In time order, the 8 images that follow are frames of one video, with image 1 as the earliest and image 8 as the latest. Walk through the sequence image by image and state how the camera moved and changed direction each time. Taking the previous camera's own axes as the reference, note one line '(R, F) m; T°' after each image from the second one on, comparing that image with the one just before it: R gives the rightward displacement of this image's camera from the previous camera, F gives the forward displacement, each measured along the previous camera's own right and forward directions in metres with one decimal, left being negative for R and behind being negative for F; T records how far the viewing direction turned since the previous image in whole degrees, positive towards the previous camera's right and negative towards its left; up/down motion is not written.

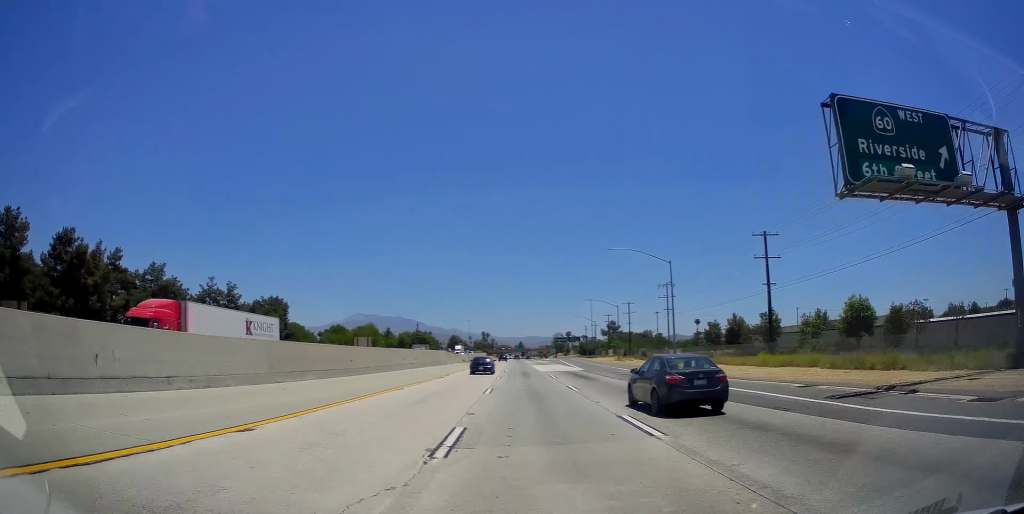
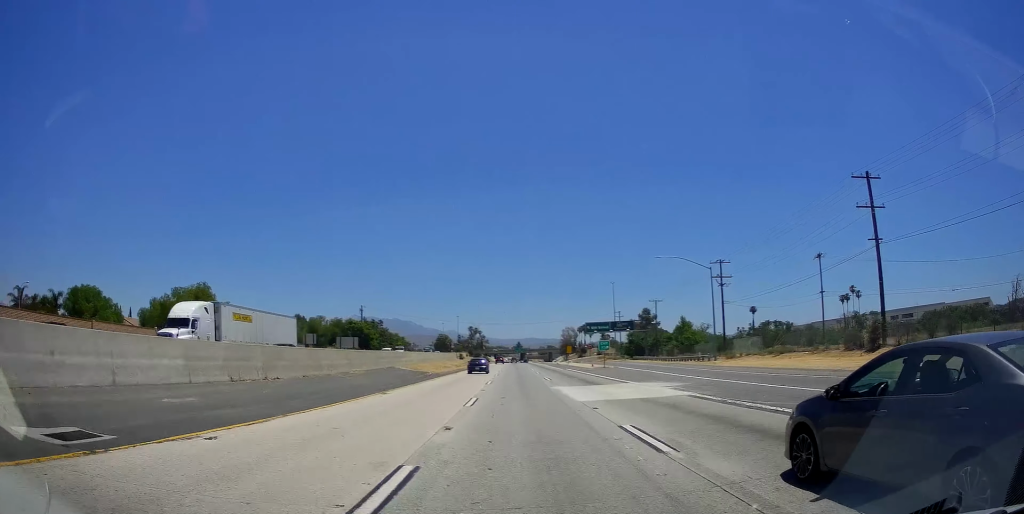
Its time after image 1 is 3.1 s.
(+0.7, +105.1) m; 0°
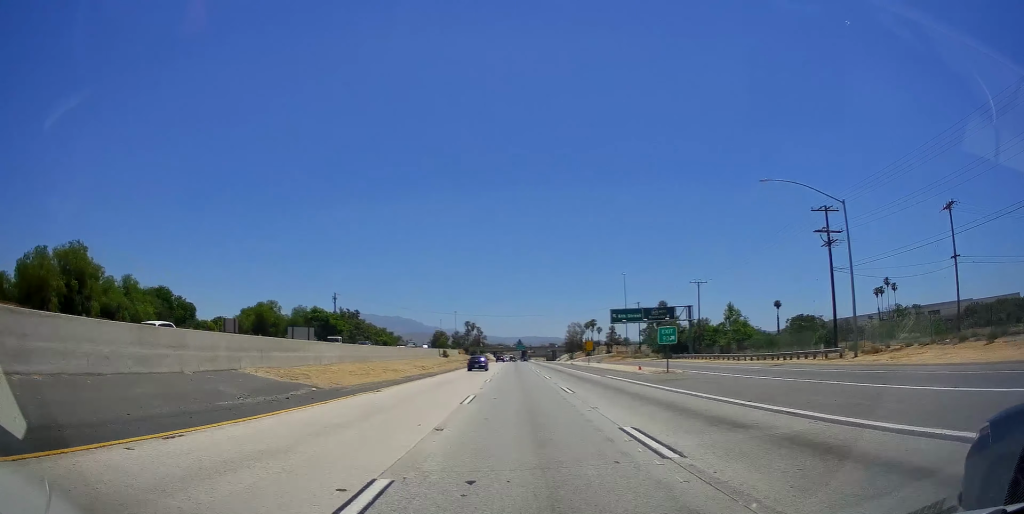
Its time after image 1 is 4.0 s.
(-0.2, +29.6) m; 0°
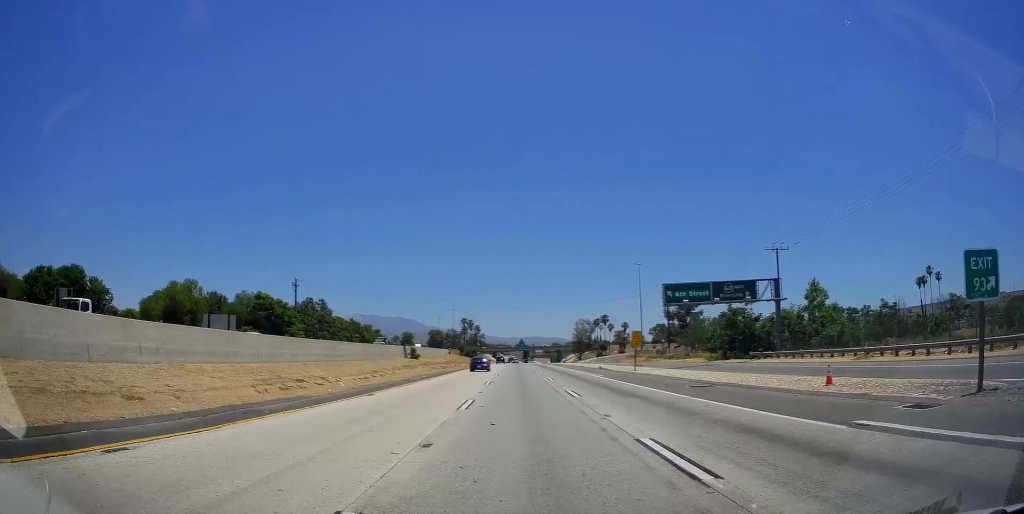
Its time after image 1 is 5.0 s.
(0.0, +30.1) m; 0°
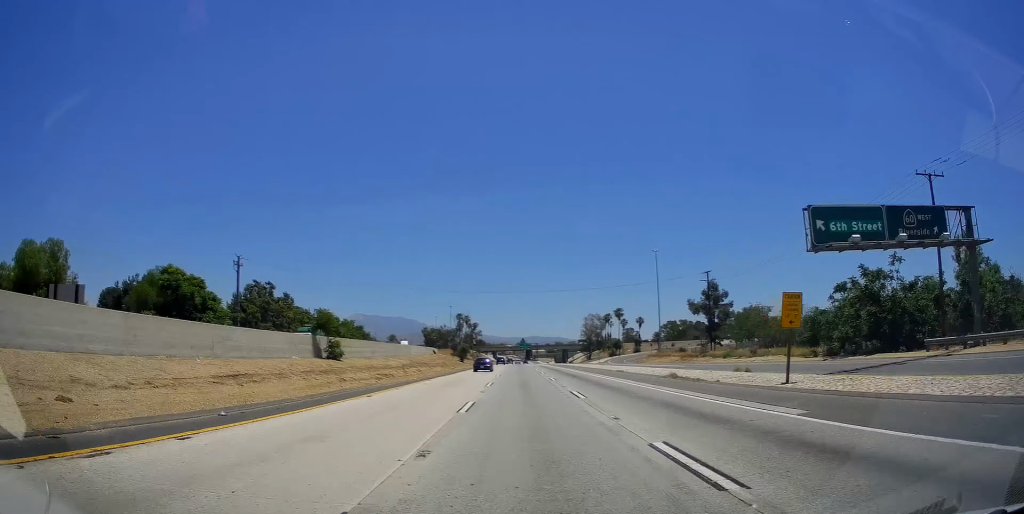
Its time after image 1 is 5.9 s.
(+0.1, +31.9) m; +1°
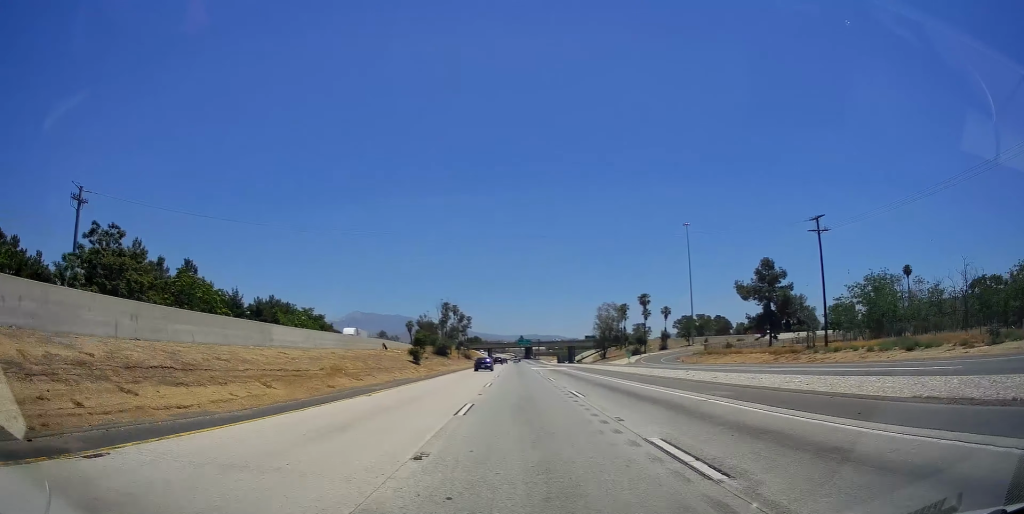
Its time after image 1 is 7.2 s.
(+0.6, +44.6) m; 0°
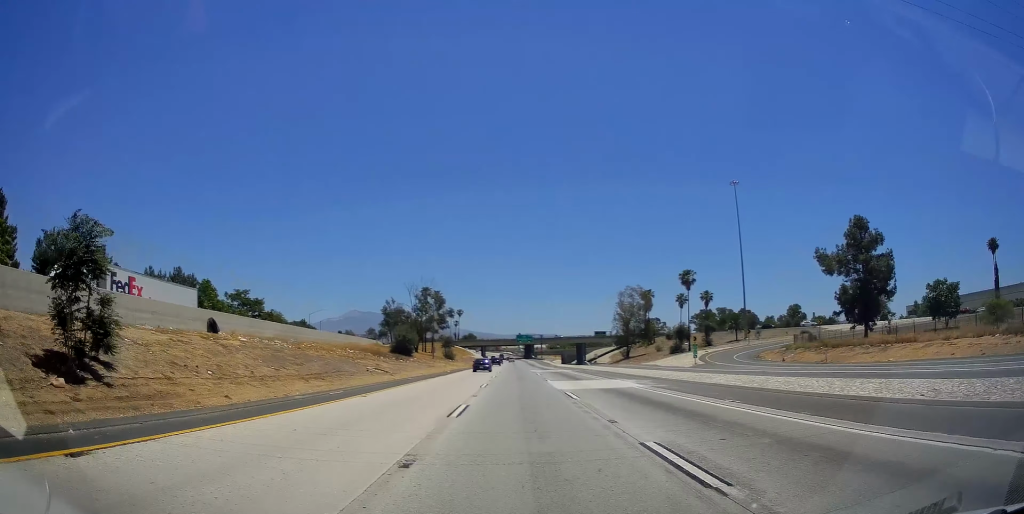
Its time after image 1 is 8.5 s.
(-0.4, +42.9) m; -1°
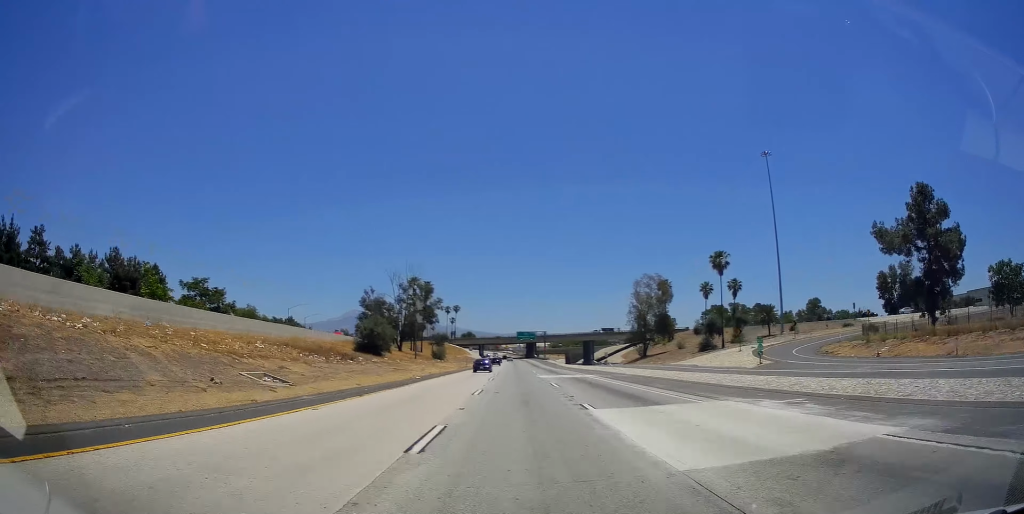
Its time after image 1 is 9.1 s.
(-0.1, +19.0) m; 0°
